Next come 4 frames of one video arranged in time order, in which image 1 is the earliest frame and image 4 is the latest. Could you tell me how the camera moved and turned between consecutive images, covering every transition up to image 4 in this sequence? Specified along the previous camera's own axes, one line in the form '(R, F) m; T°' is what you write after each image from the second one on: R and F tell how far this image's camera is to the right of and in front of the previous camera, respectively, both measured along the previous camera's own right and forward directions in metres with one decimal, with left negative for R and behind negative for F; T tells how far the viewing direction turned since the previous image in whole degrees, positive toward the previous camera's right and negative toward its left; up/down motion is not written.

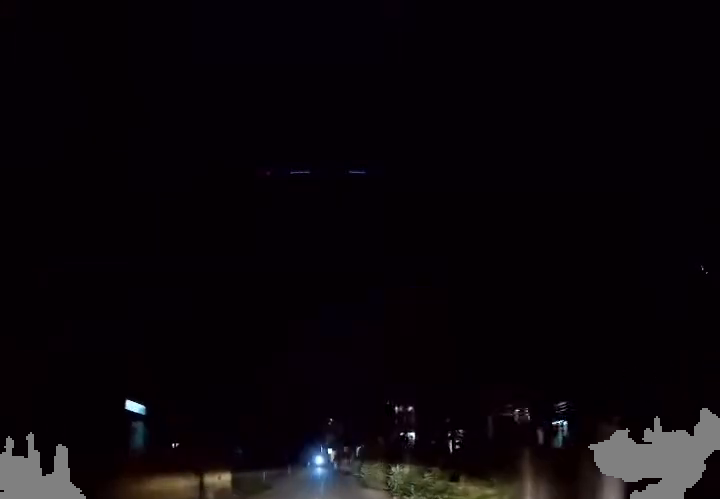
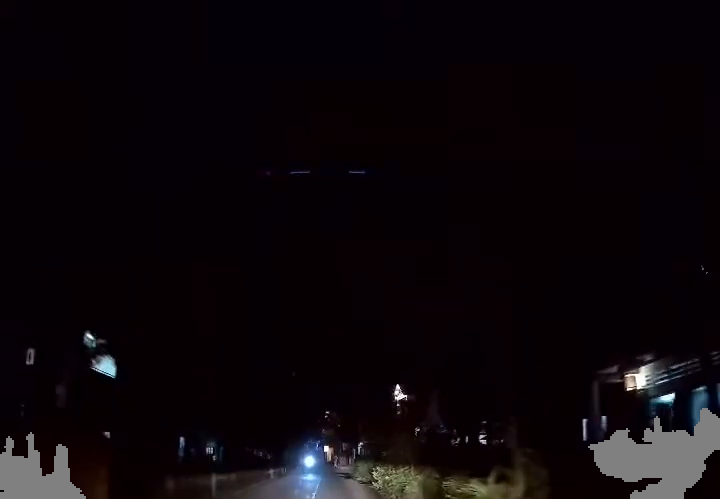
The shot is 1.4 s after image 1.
(0.0, +8.0) m; 0°
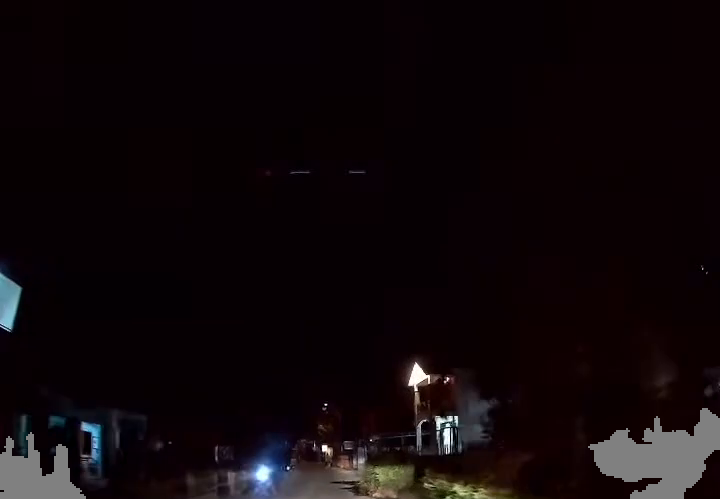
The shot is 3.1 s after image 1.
(0.0, +9.7) m; 0°
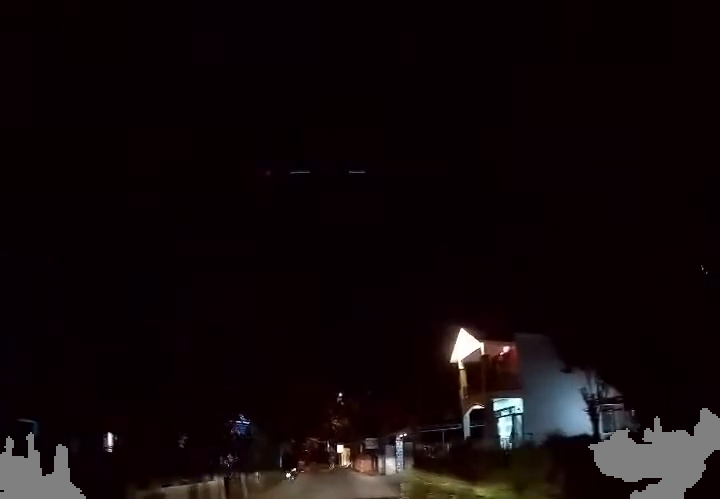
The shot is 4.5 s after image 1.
(0.0, +8.6) m; 0°
